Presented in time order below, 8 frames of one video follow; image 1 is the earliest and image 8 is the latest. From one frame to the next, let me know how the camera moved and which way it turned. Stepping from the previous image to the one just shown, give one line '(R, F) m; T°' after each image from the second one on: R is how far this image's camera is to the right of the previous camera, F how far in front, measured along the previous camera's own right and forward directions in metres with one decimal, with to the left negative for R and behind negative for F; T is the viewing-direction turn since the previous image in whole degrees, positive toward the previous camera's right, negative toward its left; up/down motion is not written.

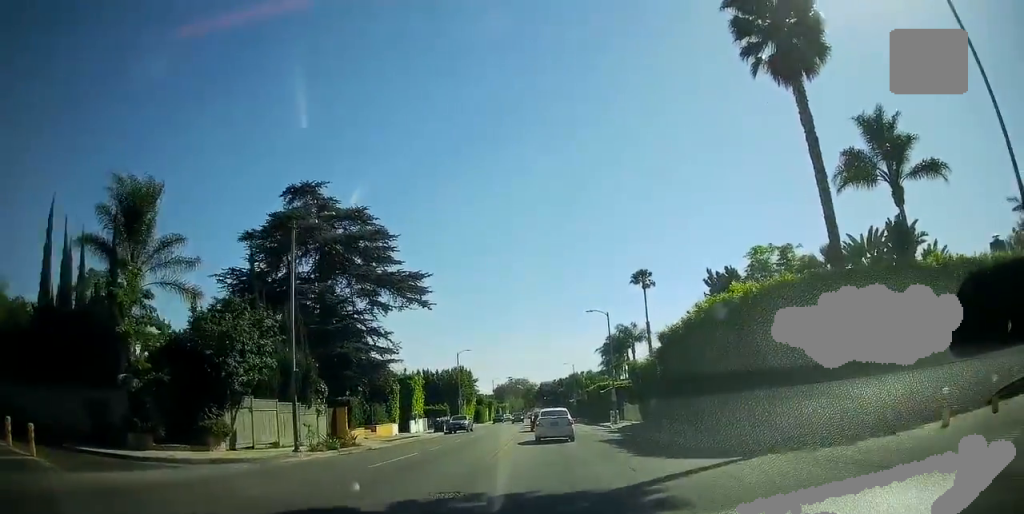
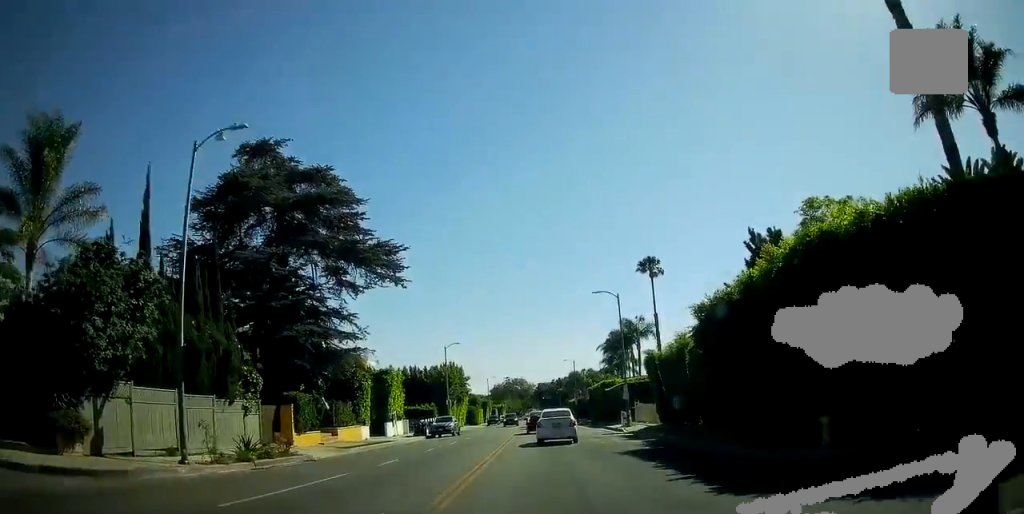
(0.0, +7.5) m; 0°
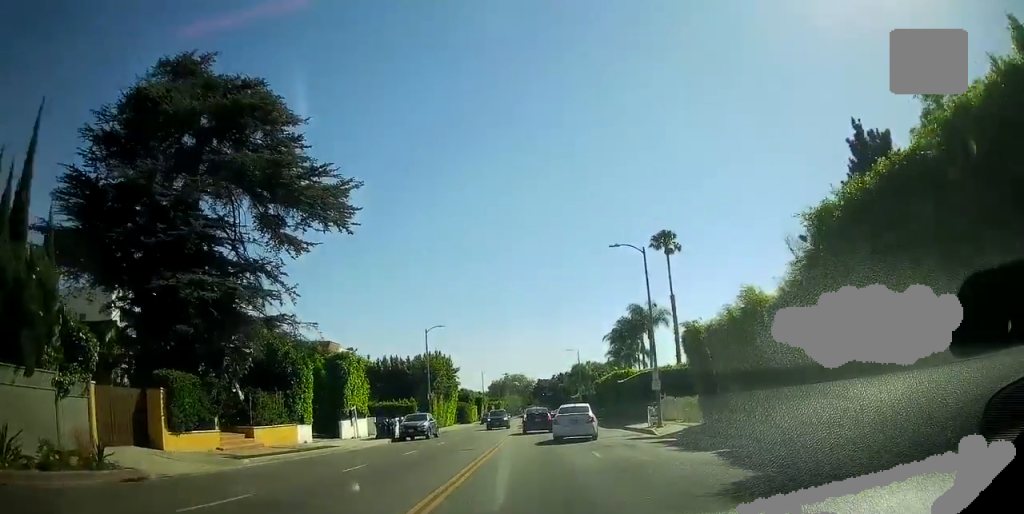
(0.0, +10.0) m; 0°
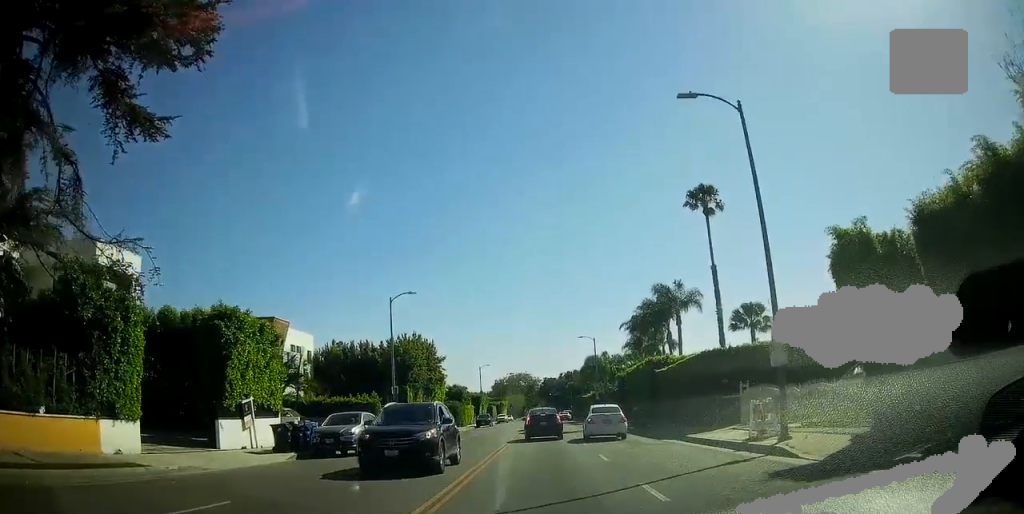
(0.0, +13.9) m; 0°
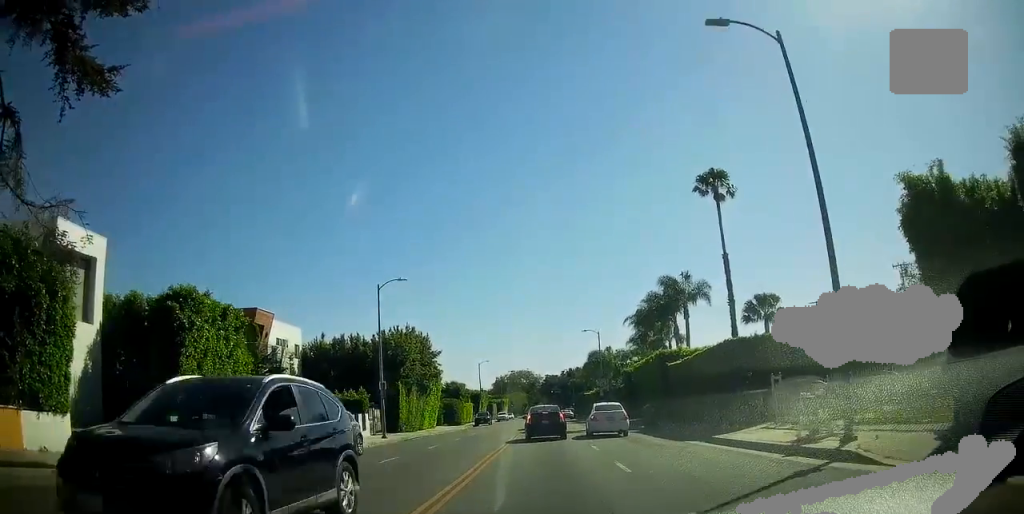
(0.0, +3.0) m; 0°
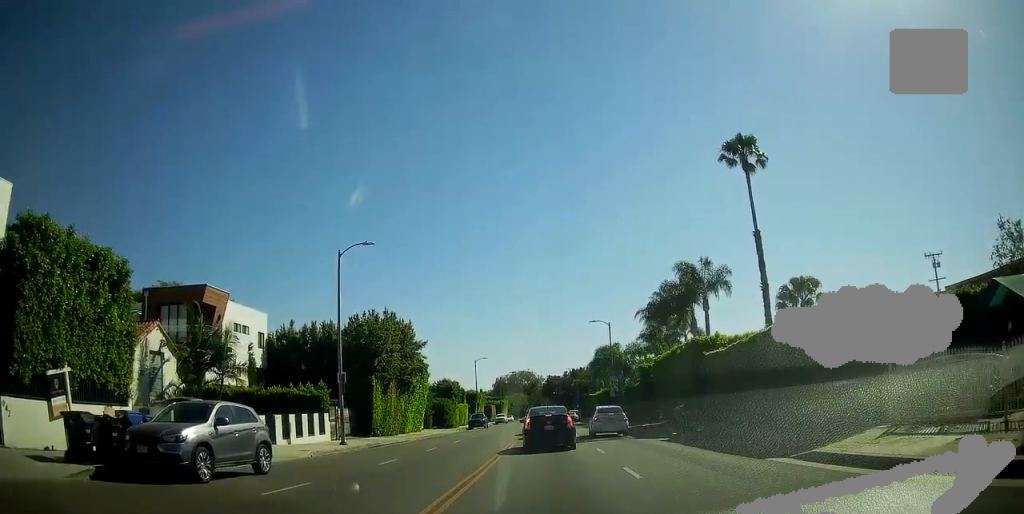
(0.0, +7.0) m; 0°
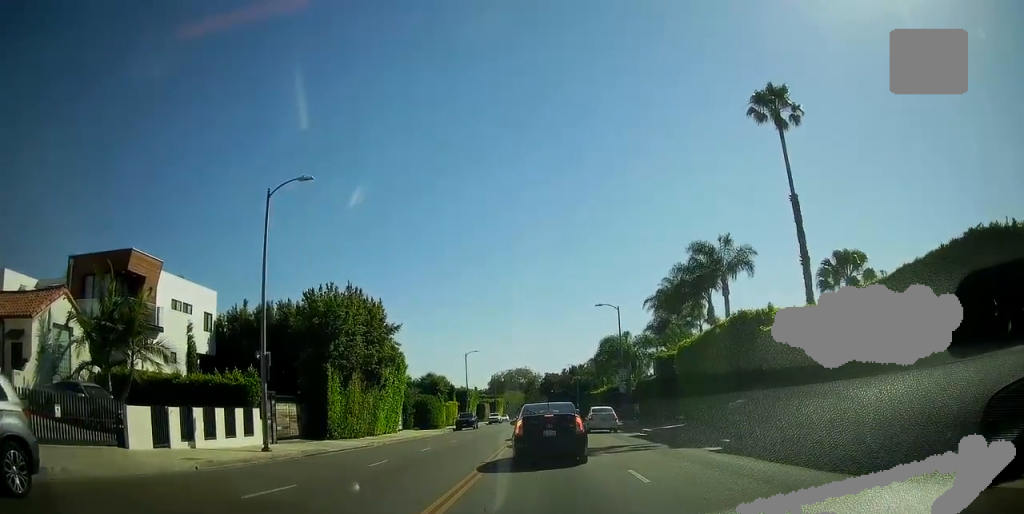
(+0.1, +6.9) m; +1°
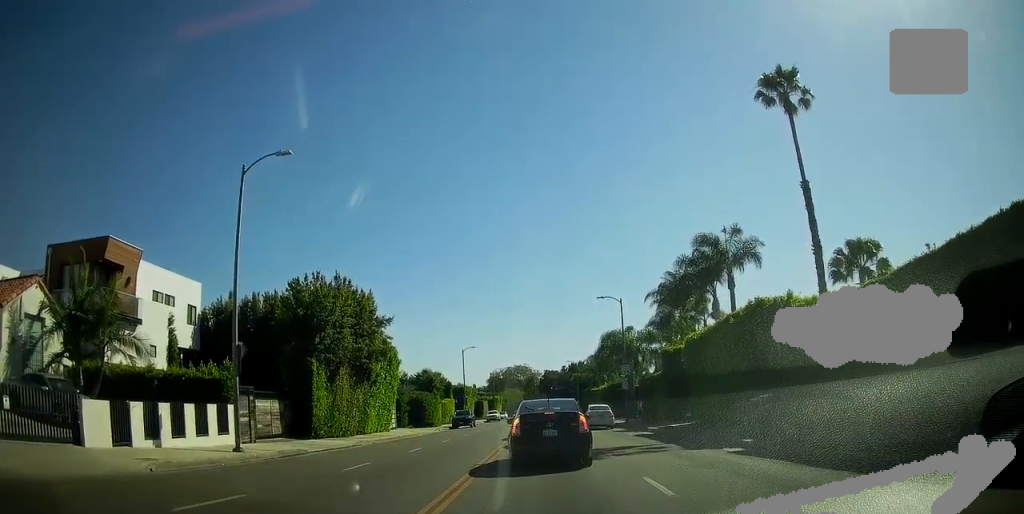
(0.0, +1.6) m; 0°
